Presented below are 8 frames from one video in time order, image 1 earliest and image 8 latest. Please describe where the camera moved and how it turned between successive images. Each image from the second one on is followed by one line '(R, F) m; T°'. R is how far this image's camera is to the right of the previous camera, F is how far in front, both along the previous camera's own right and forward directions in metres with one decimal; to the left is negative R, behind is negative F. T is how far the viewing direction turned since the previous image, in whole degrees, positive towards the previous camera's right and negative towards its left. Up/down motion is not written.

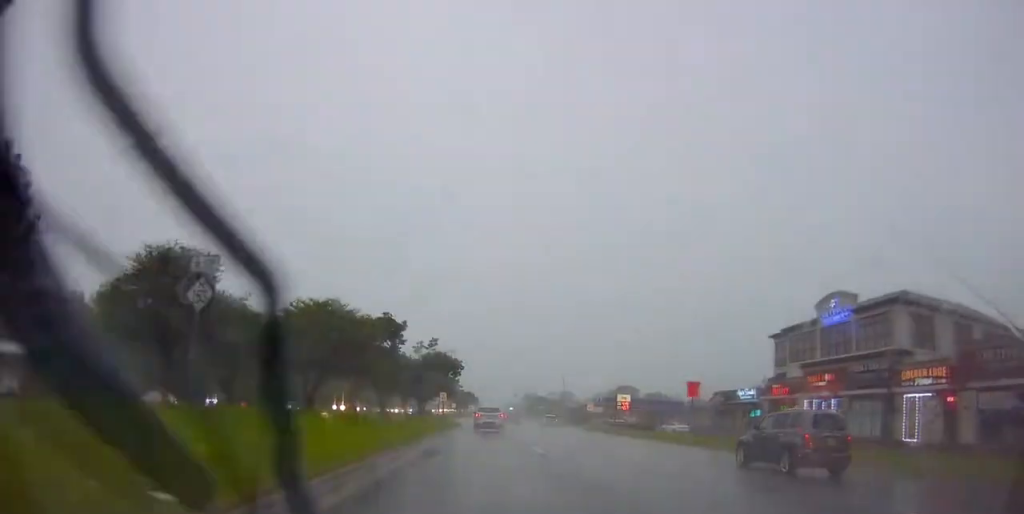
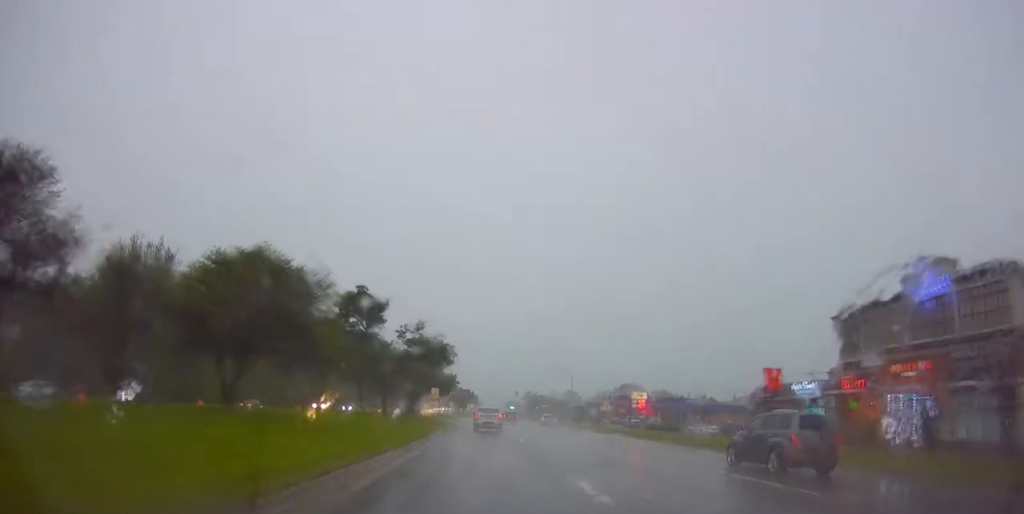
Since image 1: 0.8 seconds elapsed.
(0.0, +9.7) m; 0°
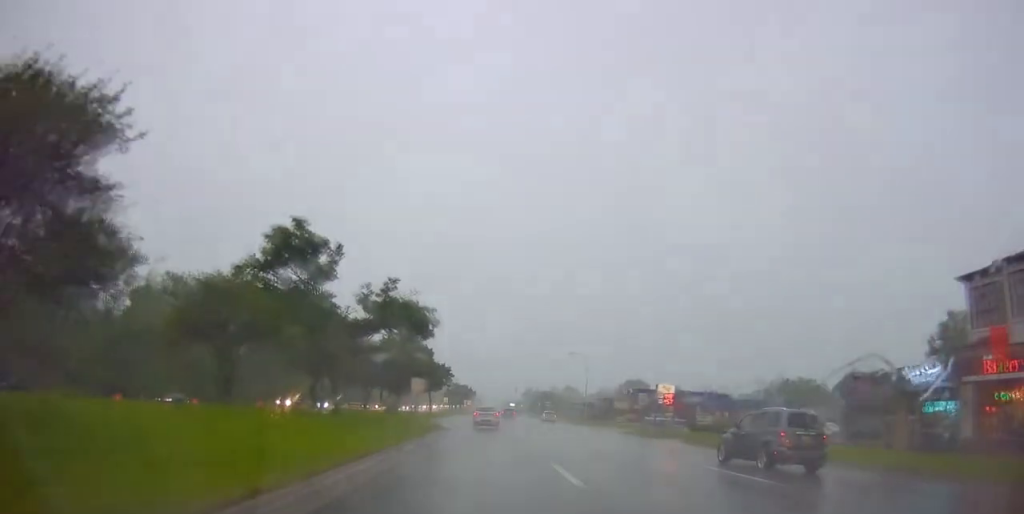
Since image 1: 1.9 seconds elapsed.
(-0.1, +13.2) m; -1°
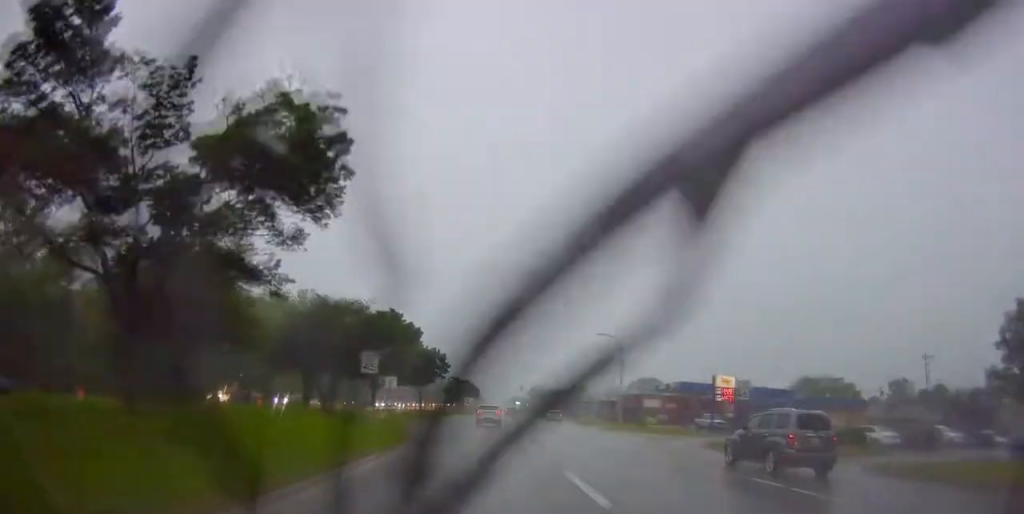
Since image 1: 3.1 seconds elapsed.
(-0.3, +16.9) m; -1°
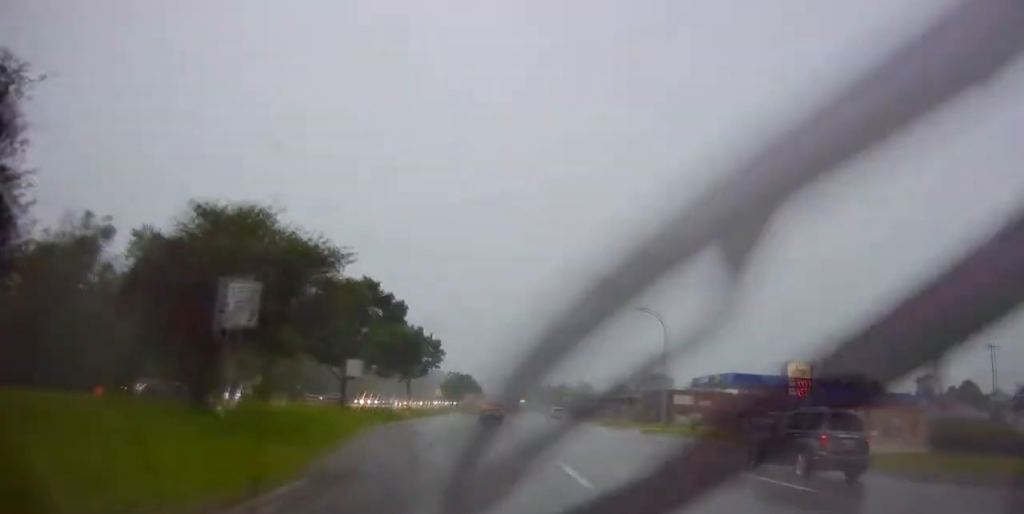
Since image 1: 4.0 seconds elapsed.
(+0.1, +13.9) m; +1°
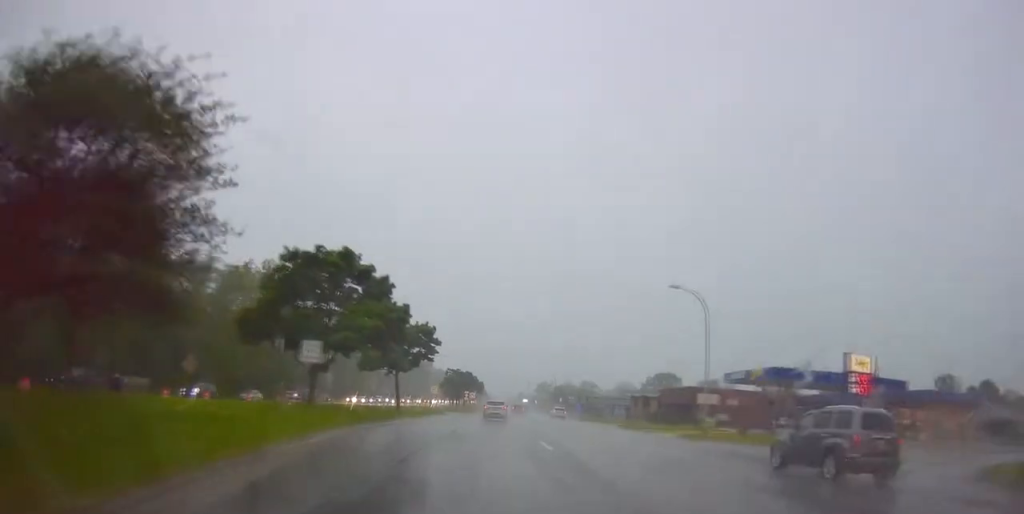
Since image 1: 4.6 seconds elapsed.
(+0.2, +9.0) m; 0°
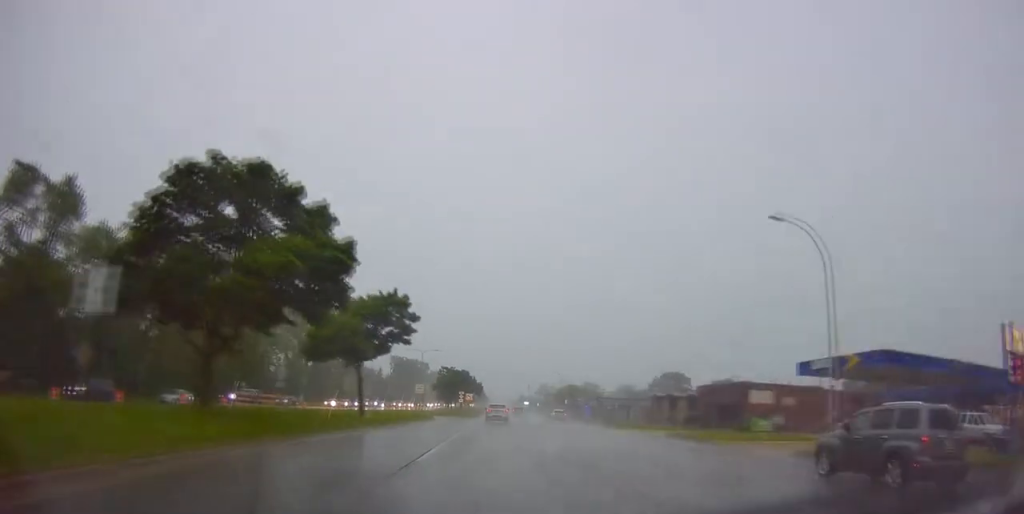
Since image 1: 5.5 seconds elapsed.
(-0.1, +9.8) m; -1°
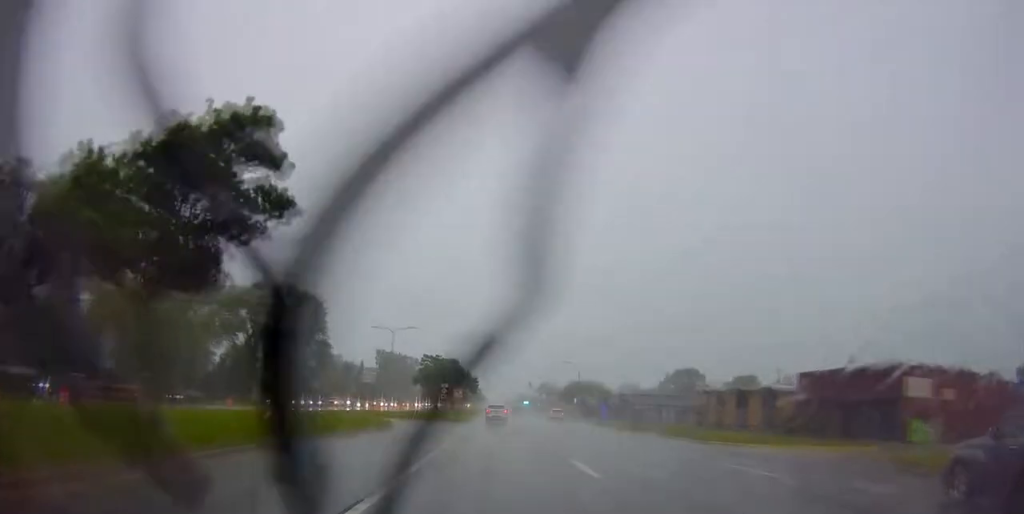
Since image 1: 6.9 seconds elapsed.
(-0.1, +23.9) m; +1°
